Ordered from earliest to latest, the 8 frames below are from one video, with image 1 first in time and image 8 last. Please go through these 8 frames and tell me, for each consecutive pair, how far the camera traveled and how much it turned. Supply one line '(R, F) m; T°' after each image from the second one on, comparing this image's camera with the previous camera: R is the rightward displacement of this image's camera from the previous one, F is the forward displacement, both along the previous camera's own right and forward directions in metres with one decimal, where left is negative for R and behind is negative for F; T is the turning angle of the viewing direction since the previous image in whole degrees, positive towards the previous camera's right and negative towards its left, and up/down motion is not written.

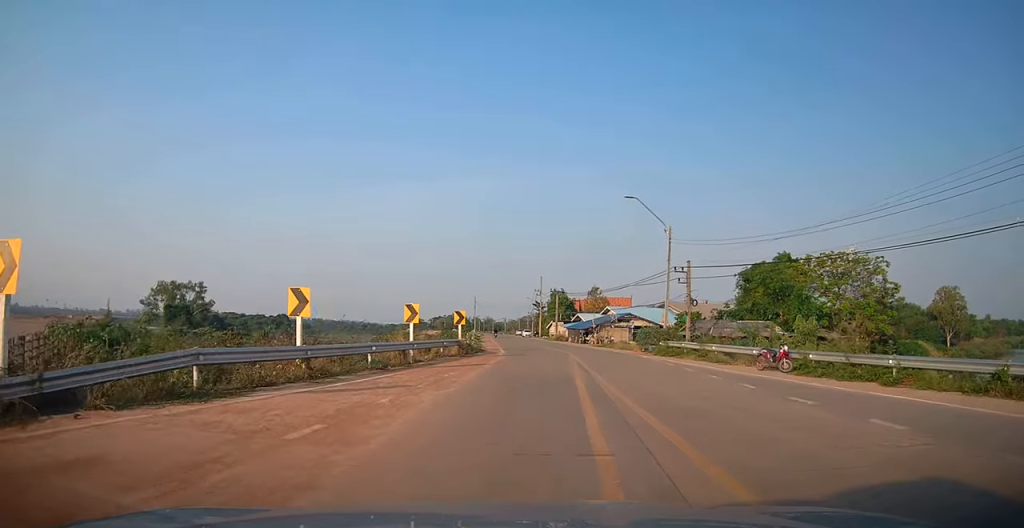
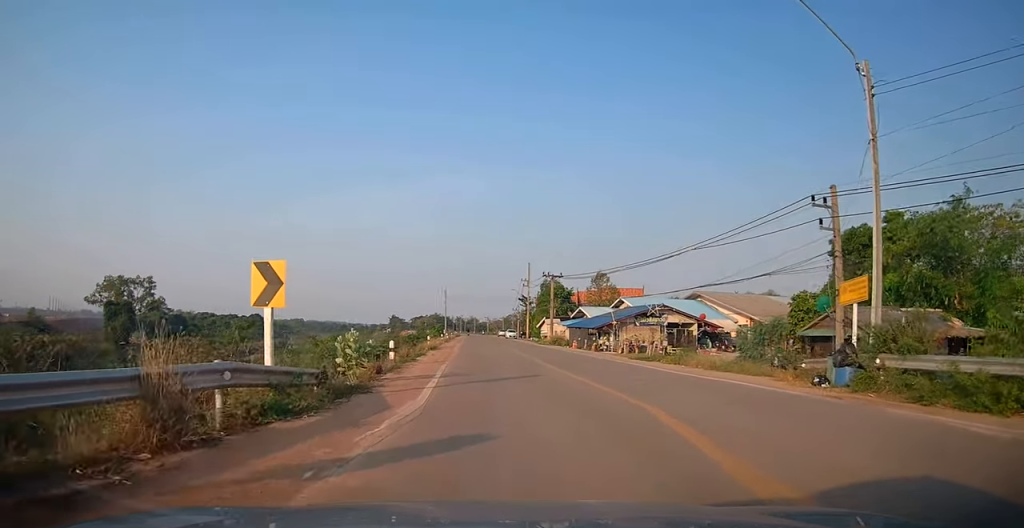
(+1.4, +22.9) m; +2°
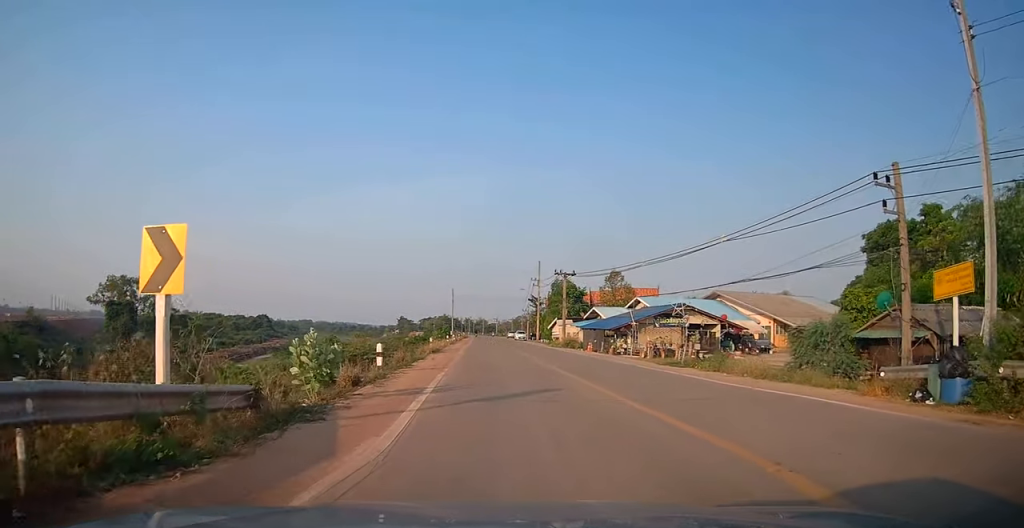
(-0.2, +3.4) m; -2°
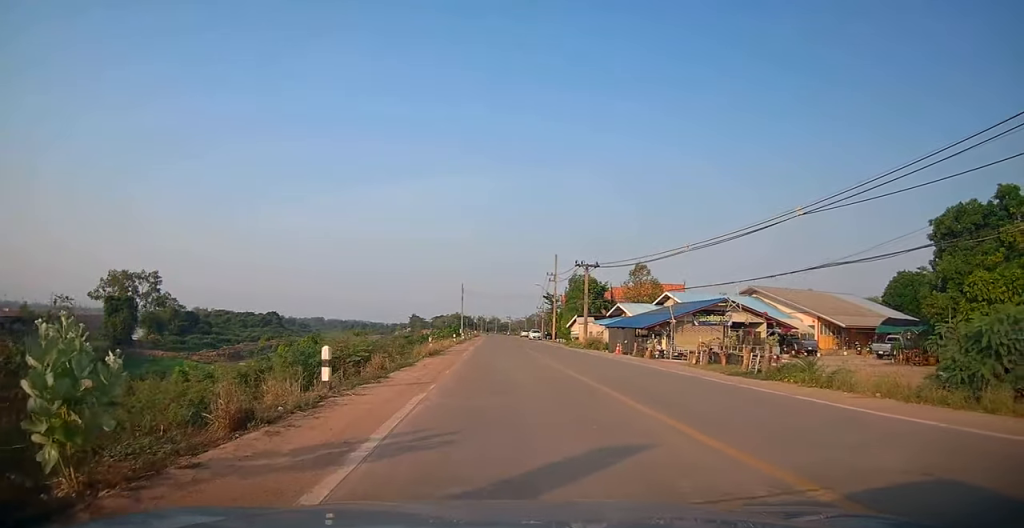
(-0.2, +6.2) m; -2°
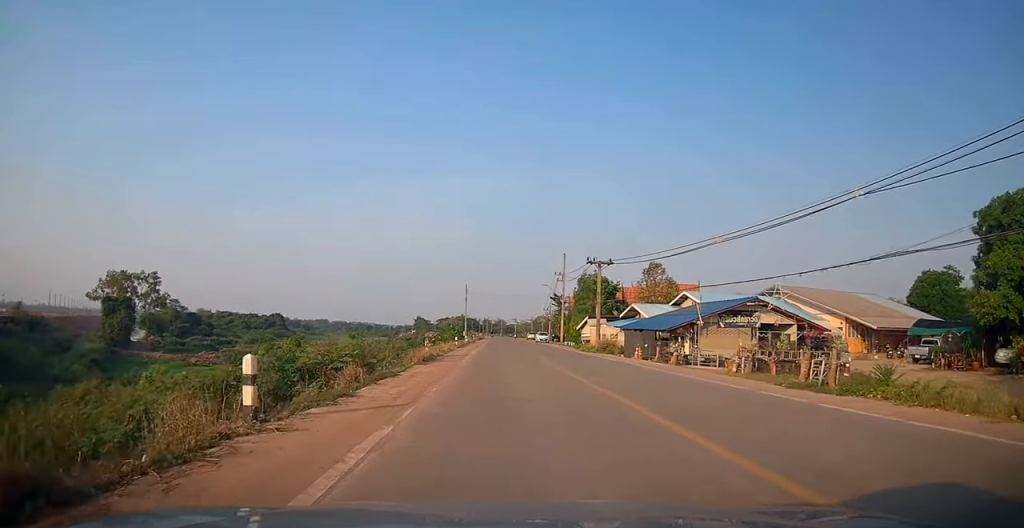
(+0.1, +3.6) m; -1°
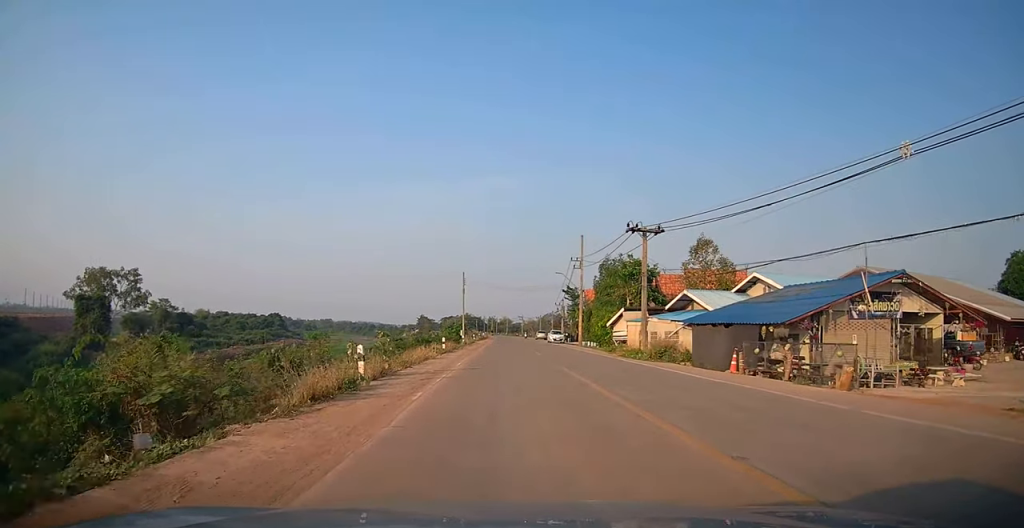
(-0.3, +13.2) m; 0°
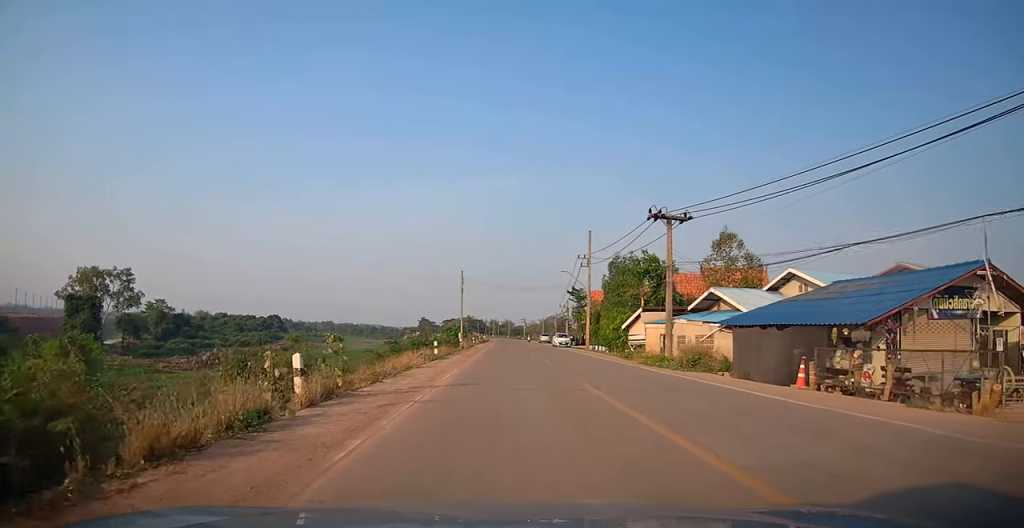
(0.0, +4.4) m; +1°
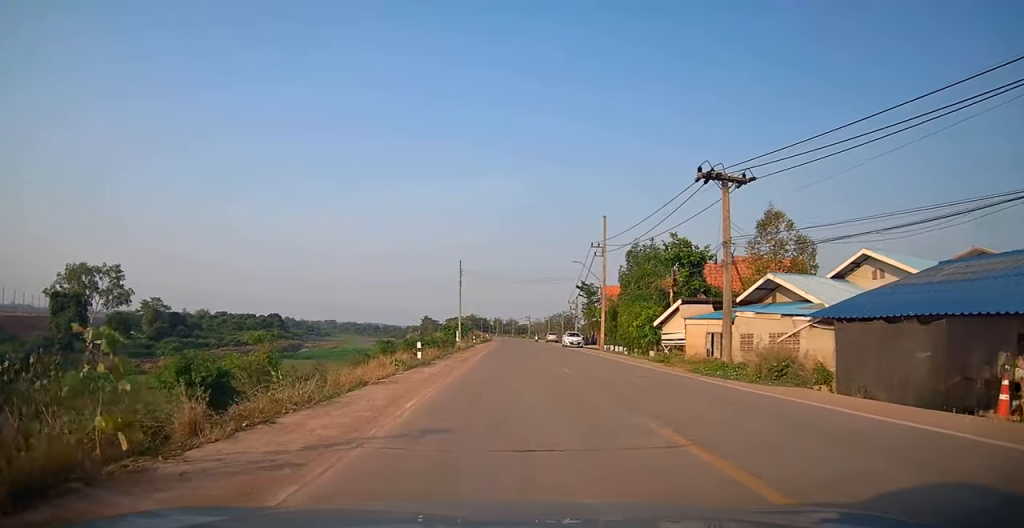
(+0.2, +6.8) m; +1°
